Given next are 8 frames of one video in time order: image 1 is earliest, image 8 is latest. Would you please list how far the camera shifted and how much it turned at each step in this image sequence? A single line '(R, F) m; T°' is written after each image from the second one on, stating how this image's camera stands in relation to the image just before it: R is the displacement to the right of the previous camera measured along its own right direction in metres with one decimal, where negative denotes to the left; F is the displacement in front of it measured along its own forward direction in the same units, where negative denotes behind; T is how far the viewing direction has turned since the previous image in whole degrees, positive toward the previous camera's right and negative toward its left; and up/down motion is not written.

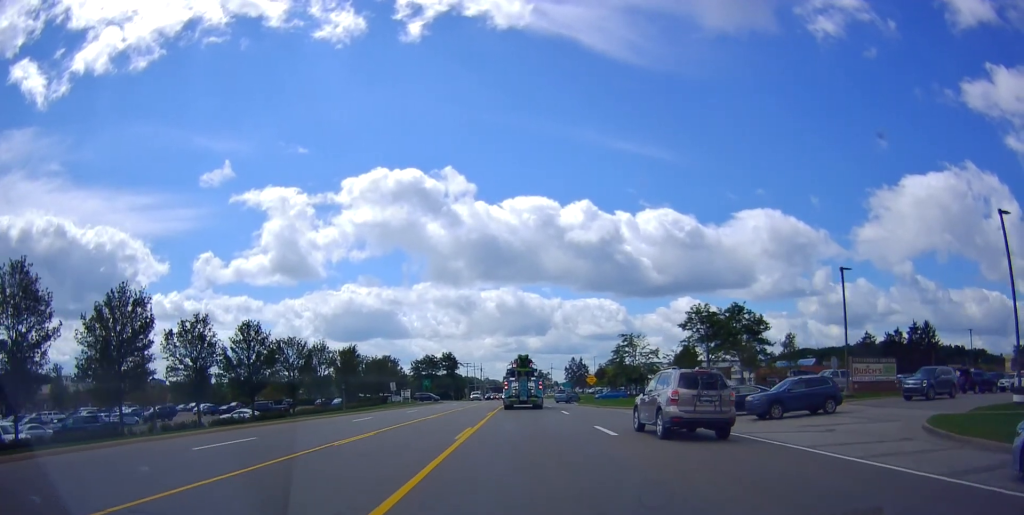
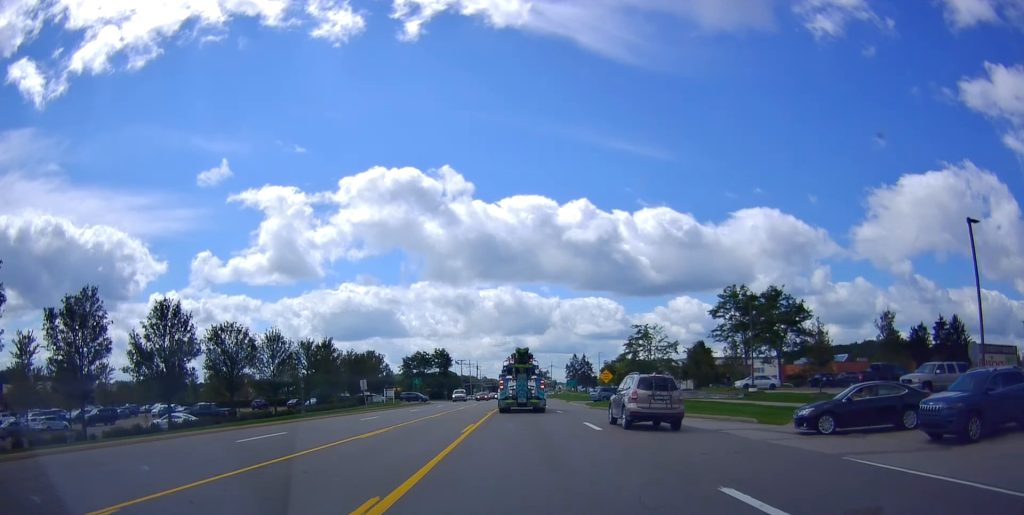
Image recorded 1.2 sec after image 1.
(-0.1, +19.7) m; +1°
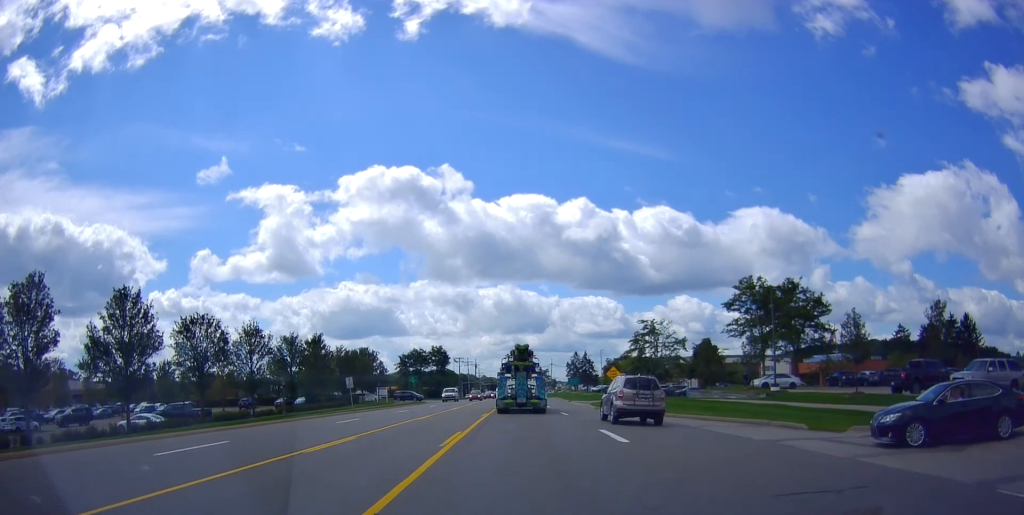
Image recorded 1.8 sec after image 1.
(+0.1, +8.1) m; +1°
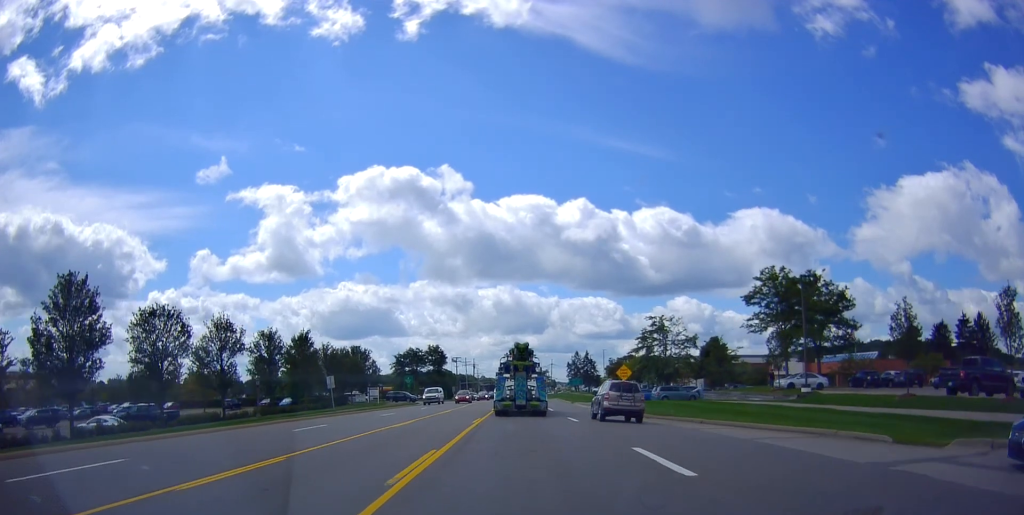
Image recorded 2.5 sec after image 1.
(0.0, +9.6) m; 0°
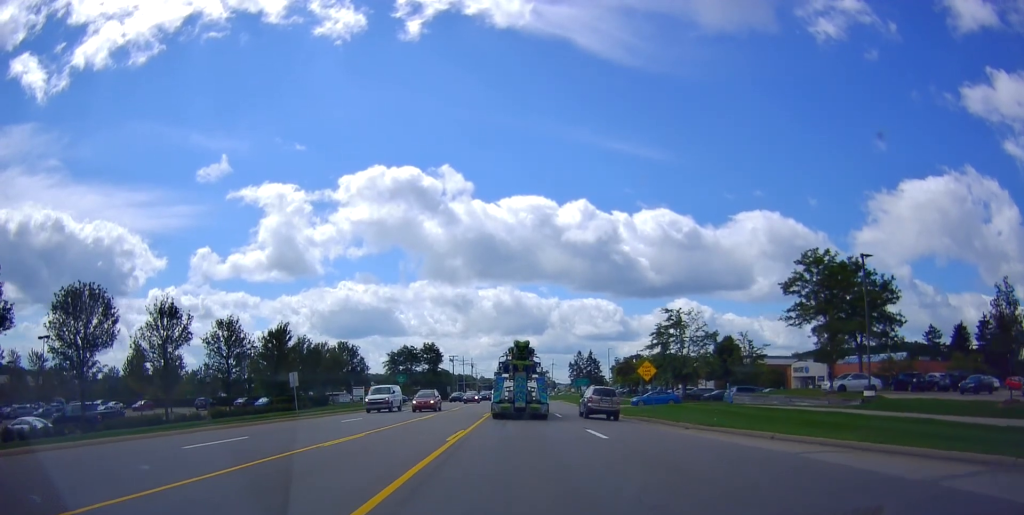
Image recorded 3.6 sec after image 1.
(0.0, +14.1) m; -3°
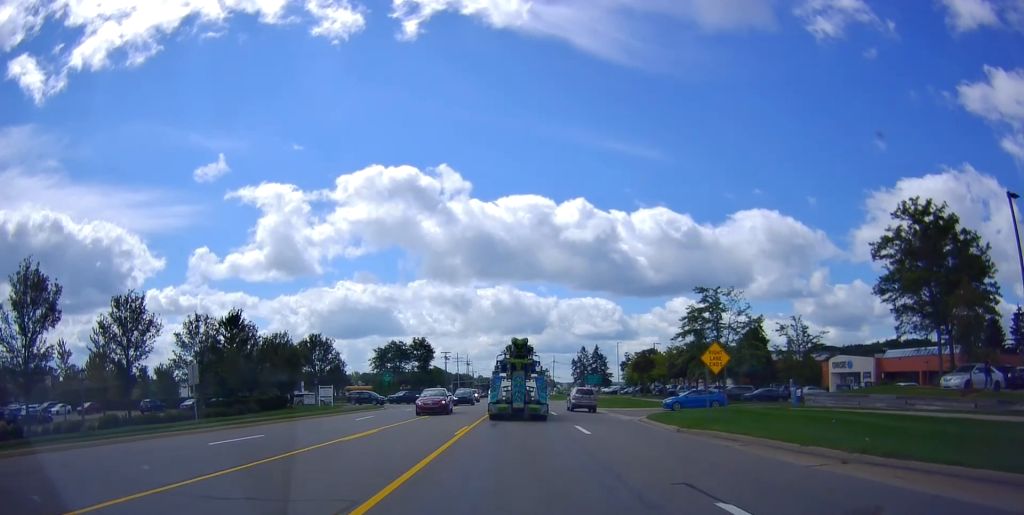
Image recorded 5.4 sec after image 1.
(-0.6, +18.1) m; +1°
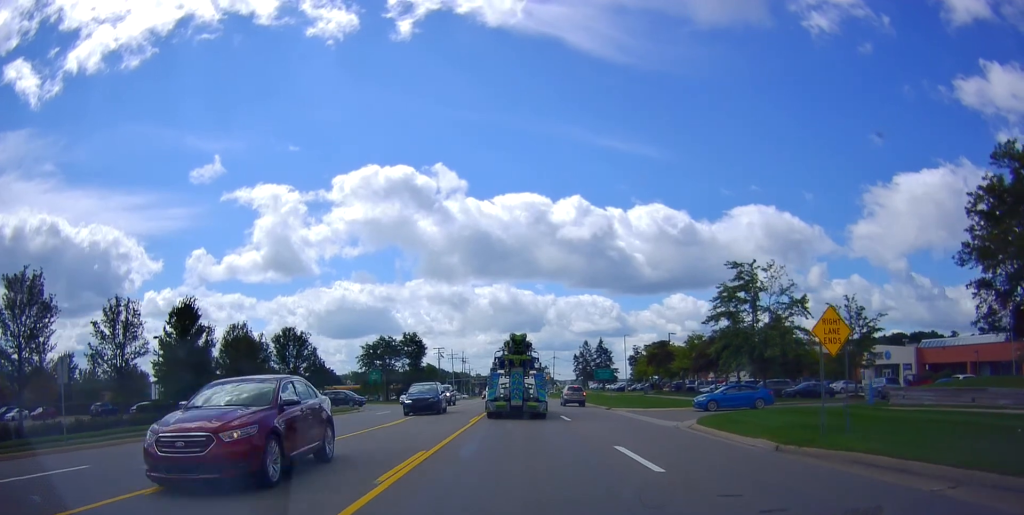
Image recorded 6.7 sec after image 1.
(+0.3, +9.8) m; 0°
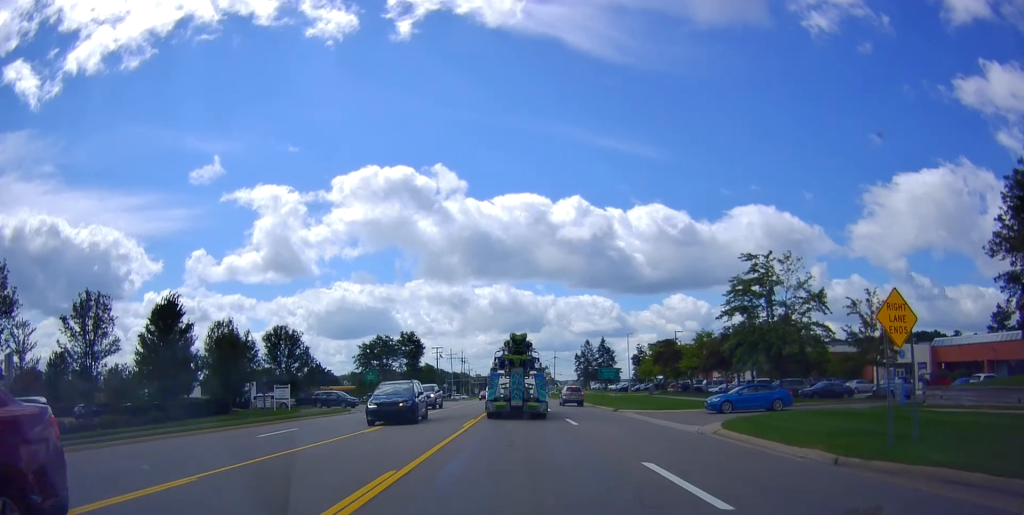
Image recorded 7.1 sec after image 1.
(-0.1, +2.6) m; -2°
